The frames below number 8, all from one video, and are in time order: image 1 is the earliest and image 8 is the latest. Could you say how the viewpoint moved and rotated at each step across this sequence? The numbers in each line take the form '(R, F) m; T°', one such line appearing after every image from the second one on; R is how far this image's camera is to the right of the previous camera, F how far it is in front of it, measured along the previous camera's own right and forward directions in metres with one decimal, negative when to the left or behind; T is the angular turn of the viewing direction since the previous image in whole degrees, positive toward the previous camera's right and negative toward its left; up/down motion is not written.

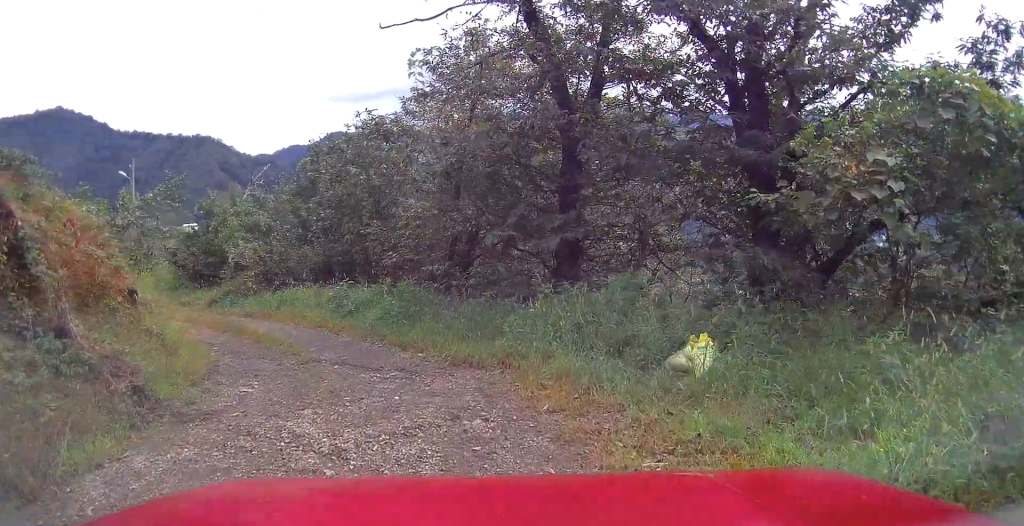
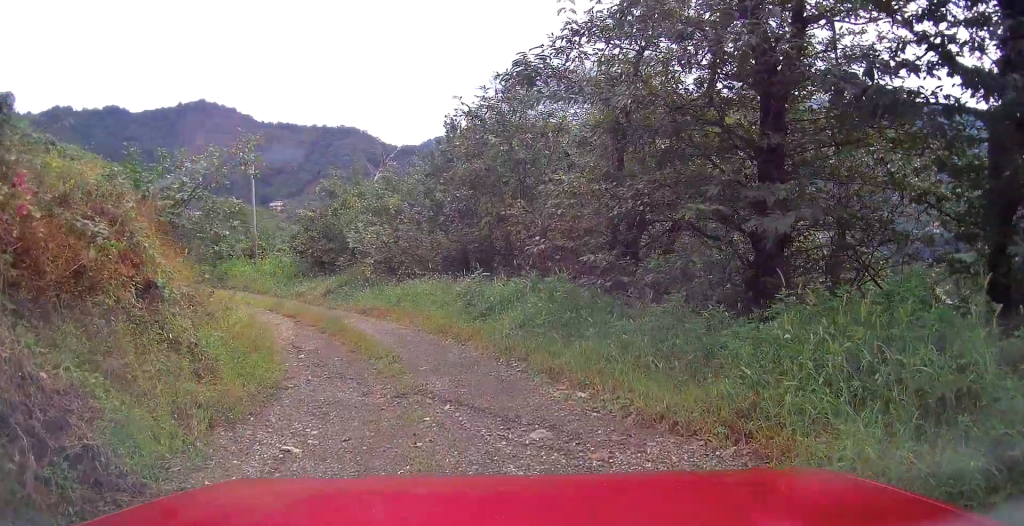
(-0.6, +3.1) m; -20°
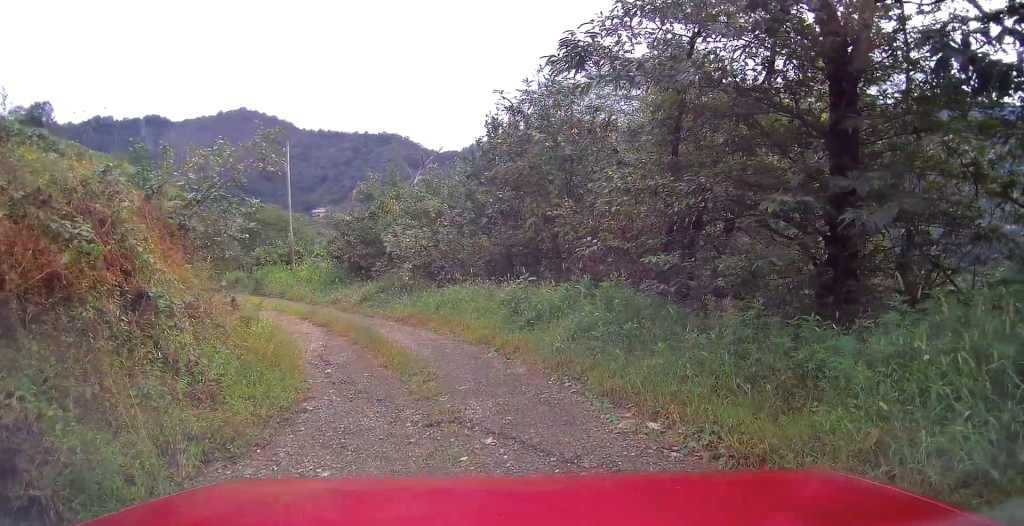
(0.0, +1.0) m; -4°
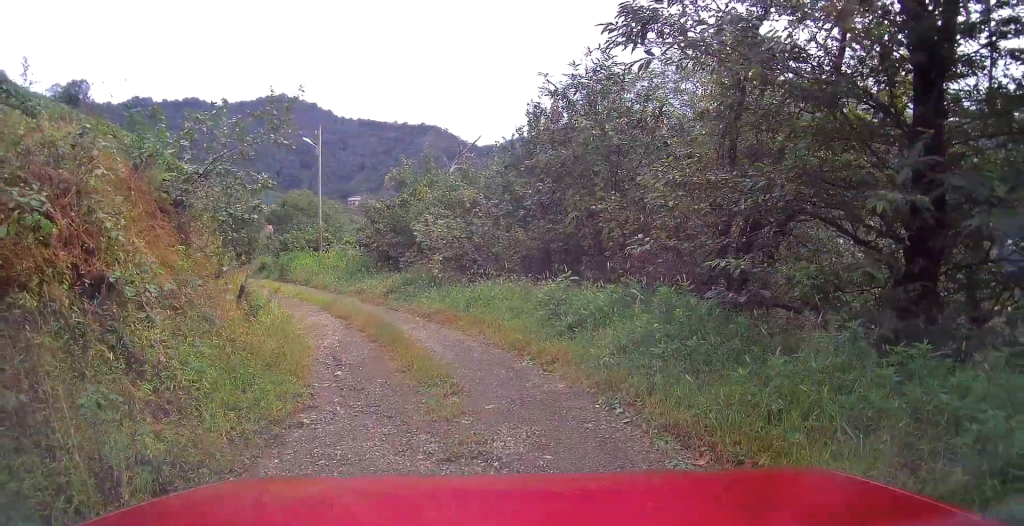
(-0.1, +1.1) m; 0°
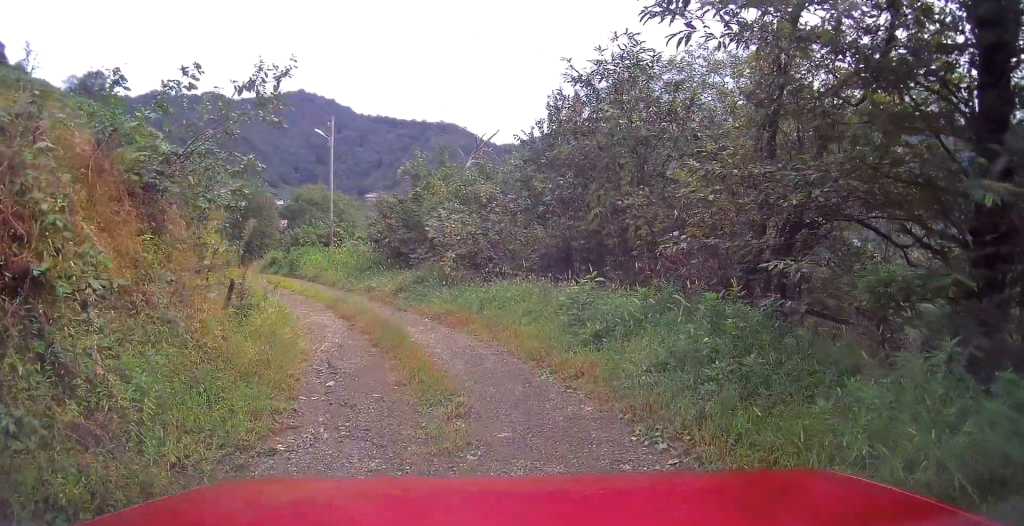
(-0.1, +0.9) m; 0°
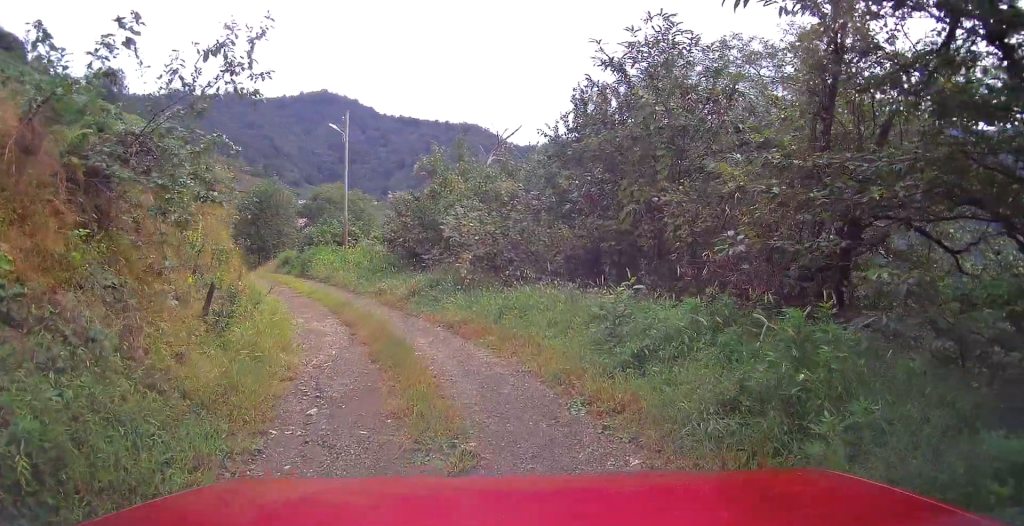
(+0.1, +1.1) m; 0°
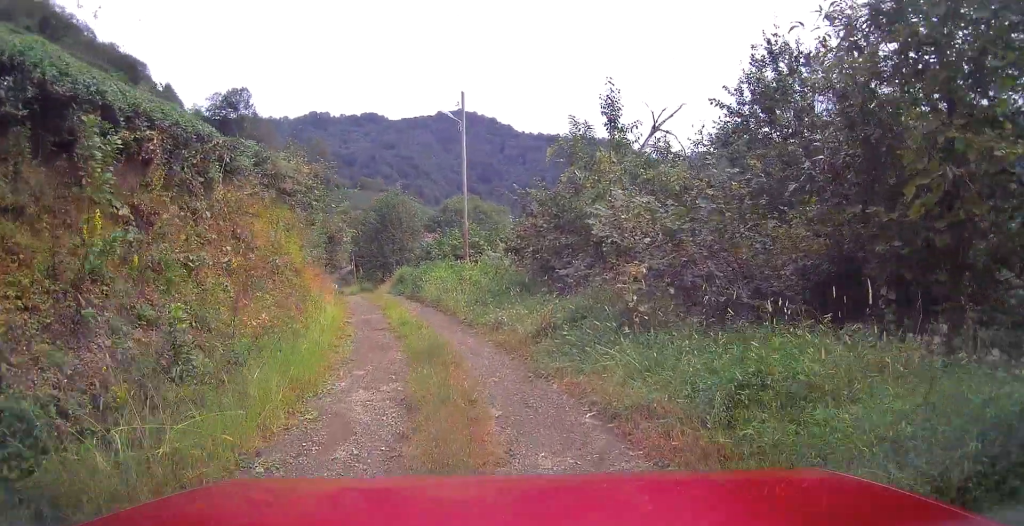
(-0.7, +4.7) m; -16°
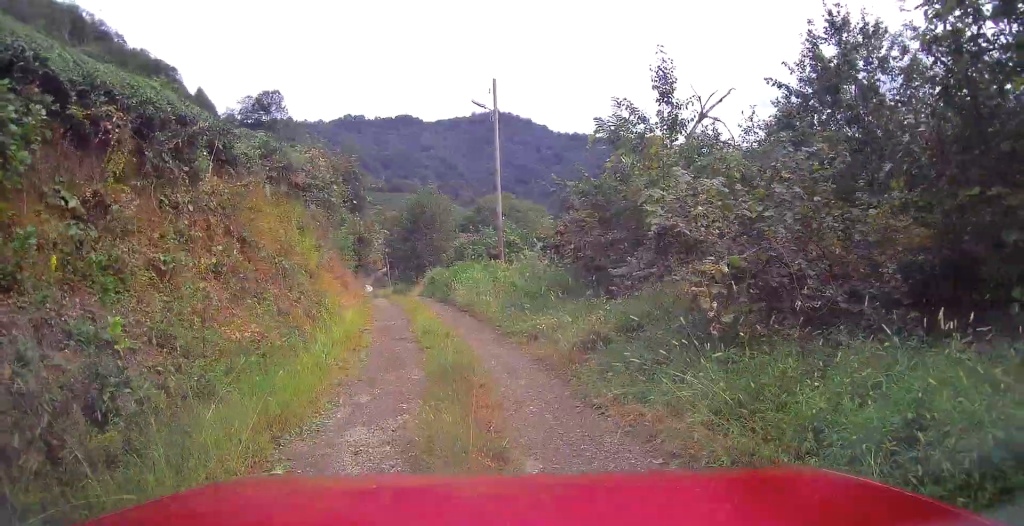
(0.0, +1.5) m; -1°
